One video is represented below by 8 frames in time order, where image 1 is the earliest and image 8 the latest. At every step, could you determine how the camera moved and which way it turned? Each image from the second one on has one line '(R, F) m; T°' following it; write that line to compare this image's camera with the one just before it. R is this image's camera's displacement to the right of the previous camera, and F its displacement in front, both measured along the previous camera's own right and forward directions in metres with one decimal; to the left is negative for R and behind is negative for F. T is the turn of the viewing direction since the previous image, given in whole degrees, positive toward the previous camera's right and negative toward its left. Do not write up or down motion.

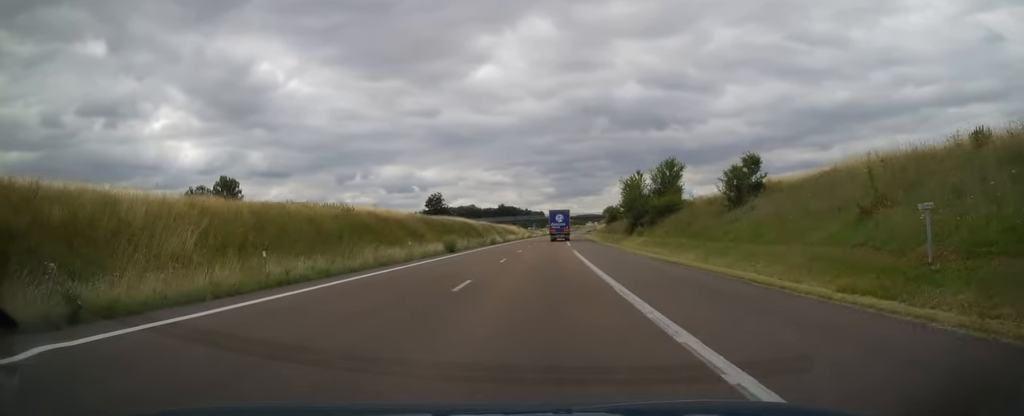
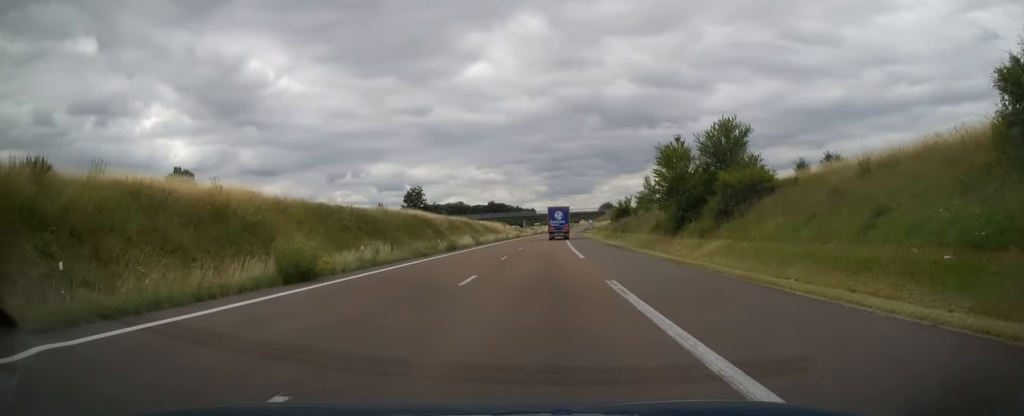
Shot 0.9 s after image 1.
(0.0, +25.1) m; +1°
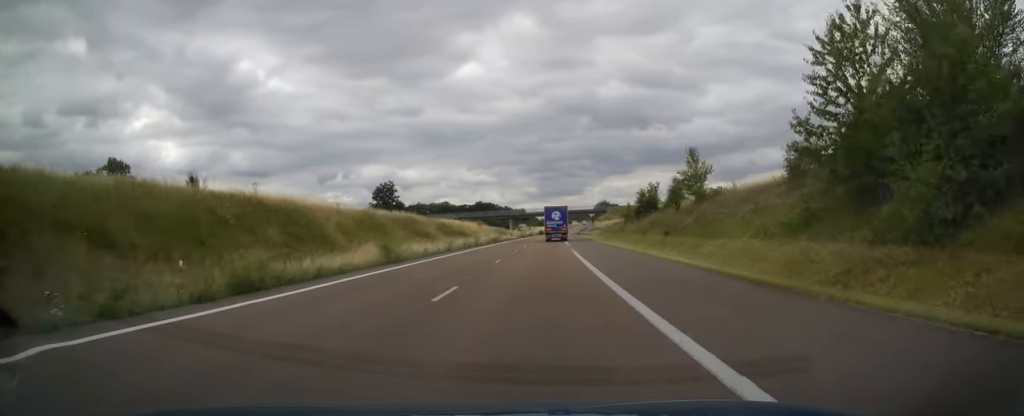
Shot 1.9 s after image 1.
(+0.2, +29.5) m; +1°
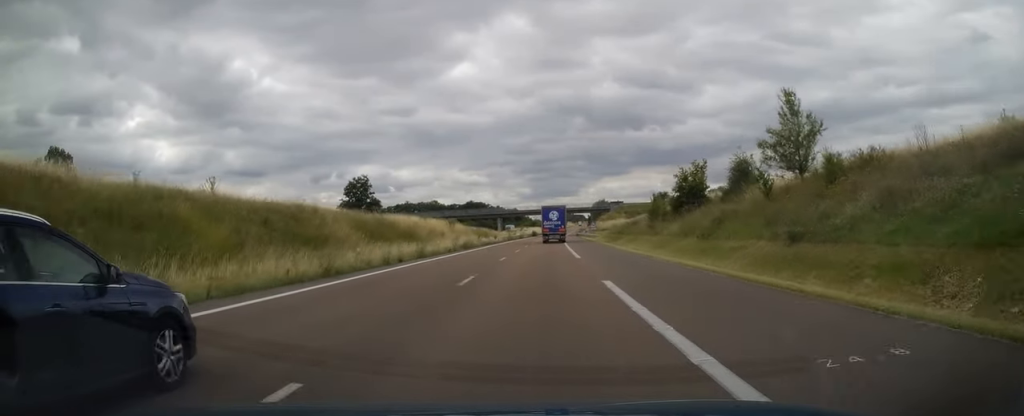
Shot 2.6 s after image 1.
(+0.2, +22.6) m; +1°
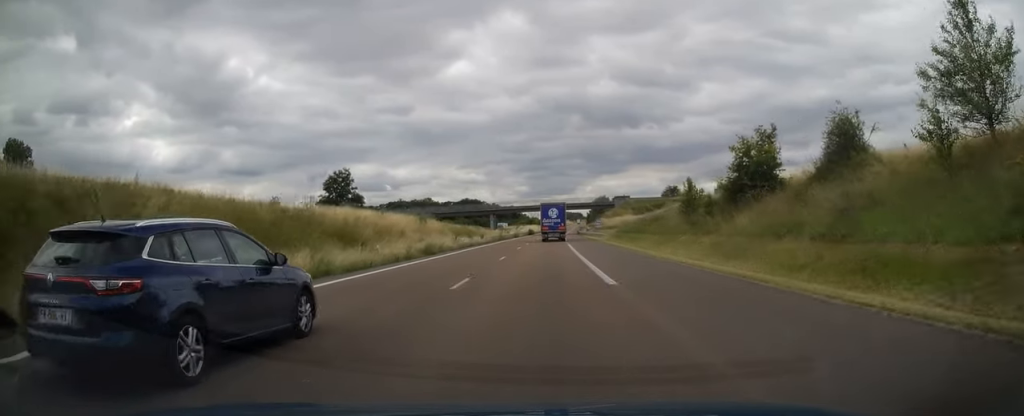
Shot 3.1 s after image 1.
(0.0, +14.8) m; 0°
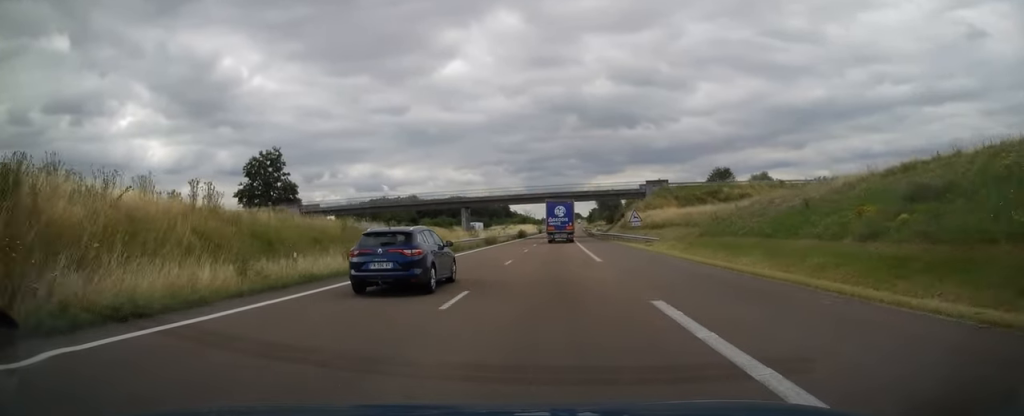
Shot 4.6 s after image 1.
(+0.3, +42.8) m; 0°
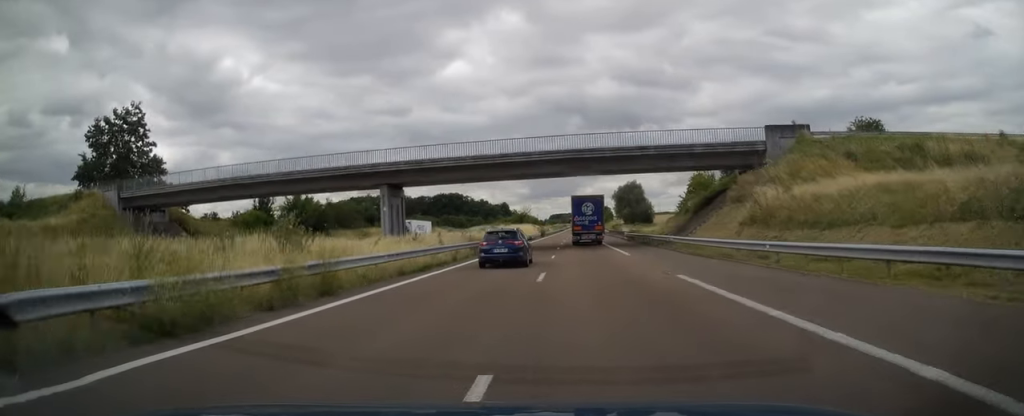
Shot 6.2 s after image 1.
(0.0, +47.2) m; 0°
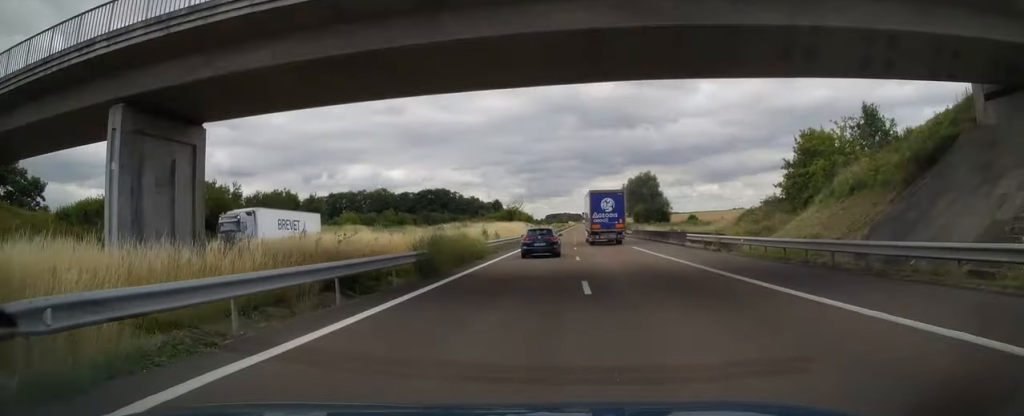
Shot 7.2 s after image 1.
(0.0, +30.0) m; +1°
